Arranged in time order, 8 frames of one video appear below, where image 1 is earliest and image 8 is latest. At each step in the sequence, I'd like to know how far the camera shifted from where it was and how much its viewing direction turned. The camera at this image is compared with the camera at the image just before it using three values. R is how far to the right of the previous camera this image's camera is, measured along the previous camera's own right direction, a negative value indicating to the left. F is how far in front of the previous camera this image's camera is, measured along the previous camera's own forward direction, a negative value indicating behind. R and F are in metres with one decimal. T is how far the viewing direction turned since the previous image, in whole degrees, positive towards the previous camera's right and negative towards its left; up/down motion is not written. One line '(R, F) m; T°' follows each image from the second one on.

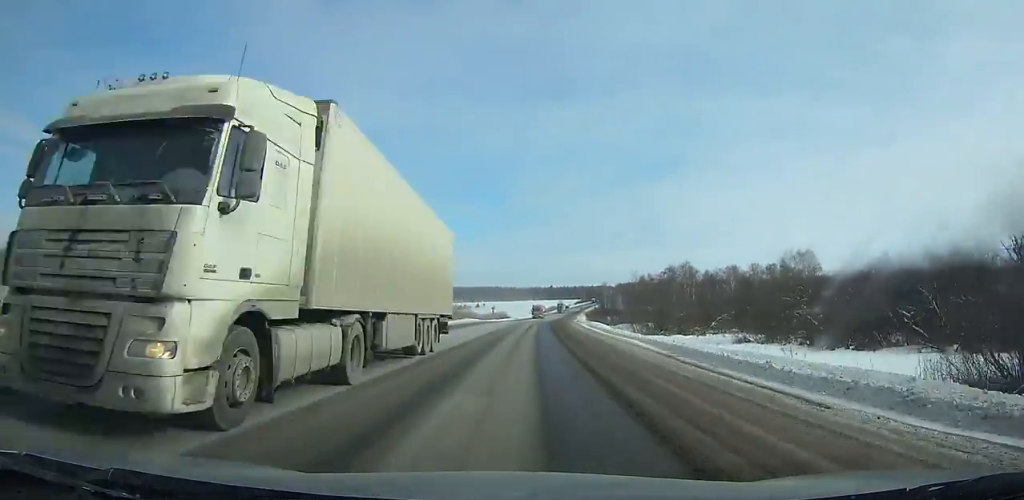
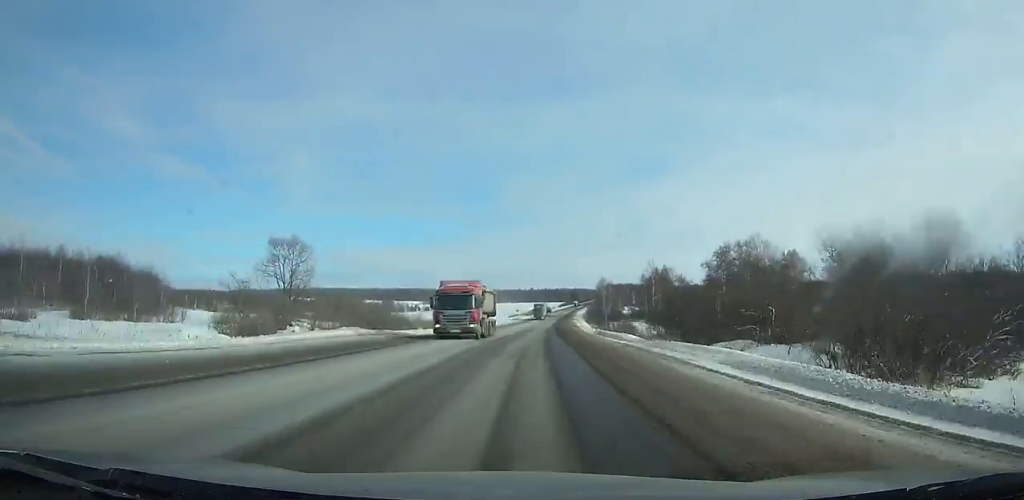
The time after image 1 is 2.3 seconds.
(+0.9, +54.8) m; +2°
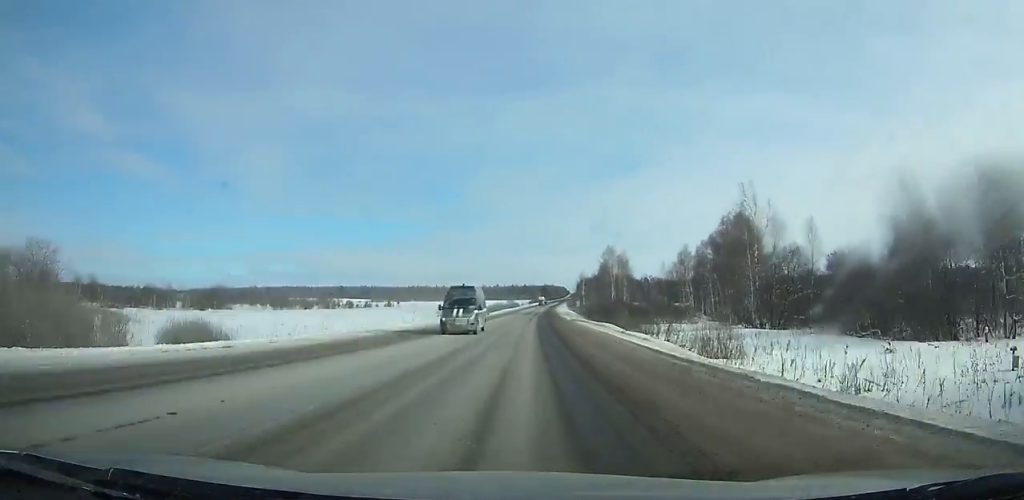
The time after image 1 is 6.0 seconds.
(+2.3, +88.6) m; +3°
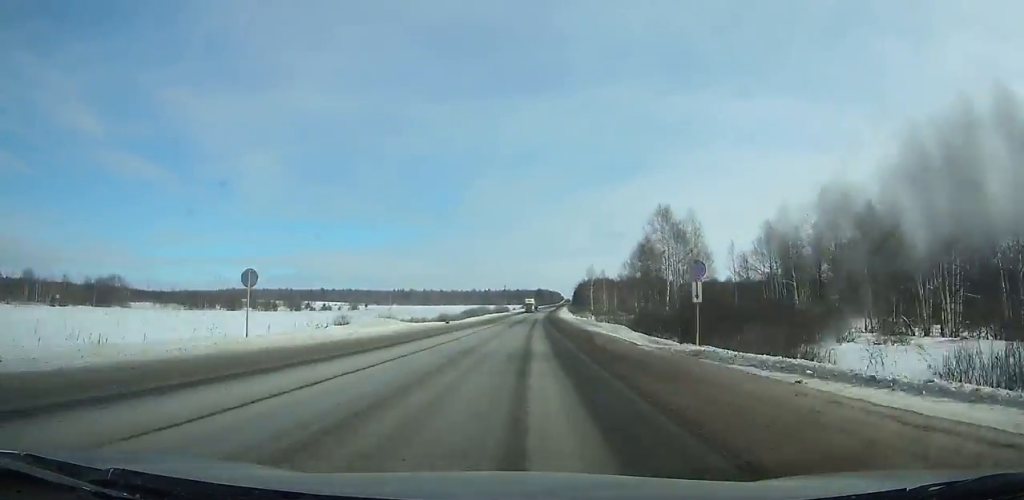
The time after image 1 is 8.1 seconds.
(+0.6, +50.7) m; +1°
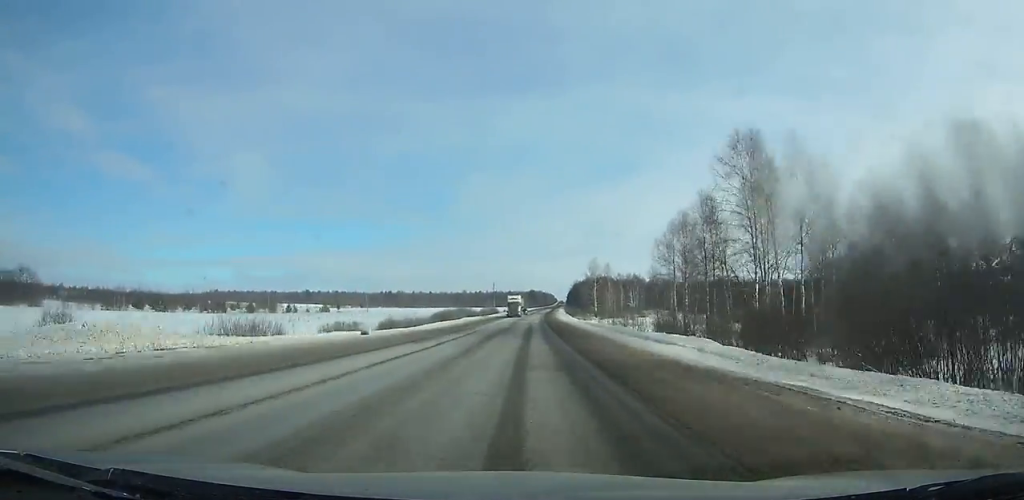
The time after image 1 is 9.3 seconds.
(0.0, +29.0) m; +1°
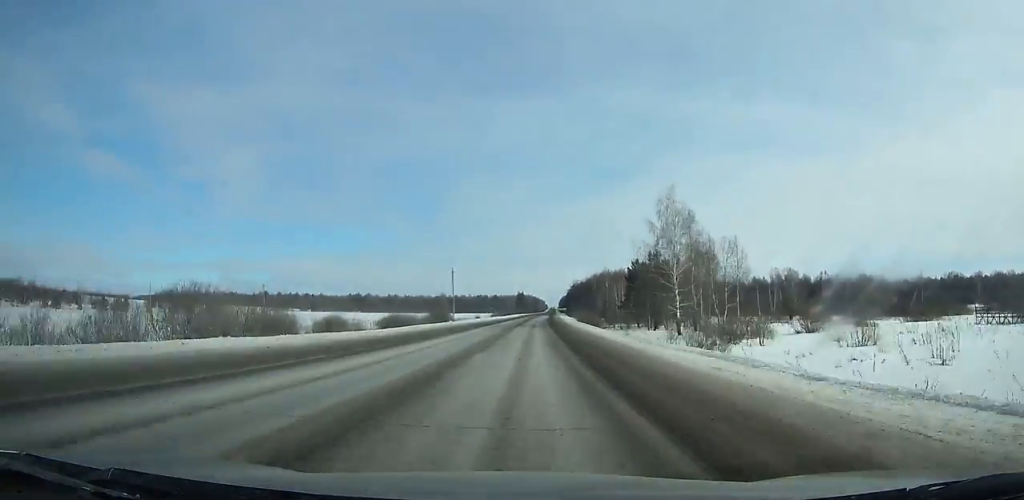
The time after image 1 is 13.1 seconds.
(+1.3, +91.8) m; +2°
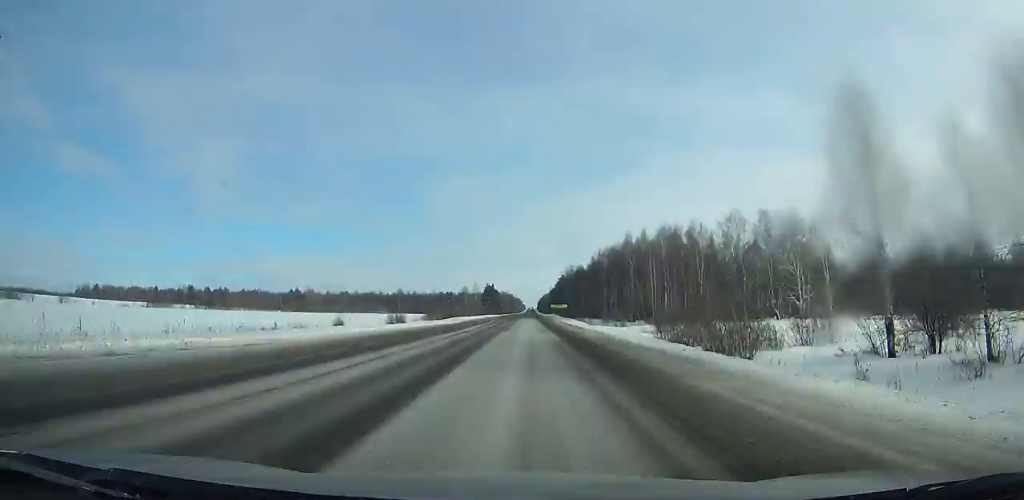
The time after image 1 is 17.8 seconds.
(+1.8, +112.9) m; +2°
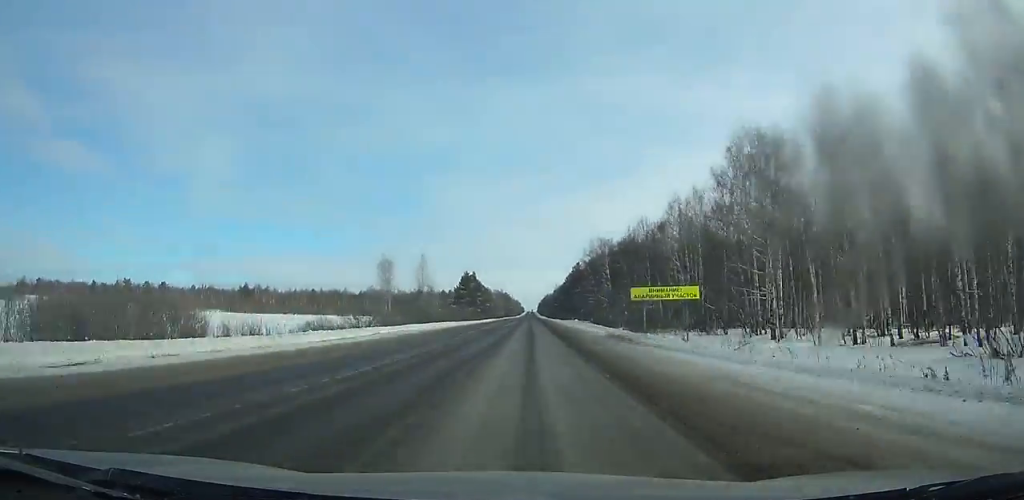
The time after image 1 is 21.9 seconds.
(+0.4, +97.0) m; +1°
